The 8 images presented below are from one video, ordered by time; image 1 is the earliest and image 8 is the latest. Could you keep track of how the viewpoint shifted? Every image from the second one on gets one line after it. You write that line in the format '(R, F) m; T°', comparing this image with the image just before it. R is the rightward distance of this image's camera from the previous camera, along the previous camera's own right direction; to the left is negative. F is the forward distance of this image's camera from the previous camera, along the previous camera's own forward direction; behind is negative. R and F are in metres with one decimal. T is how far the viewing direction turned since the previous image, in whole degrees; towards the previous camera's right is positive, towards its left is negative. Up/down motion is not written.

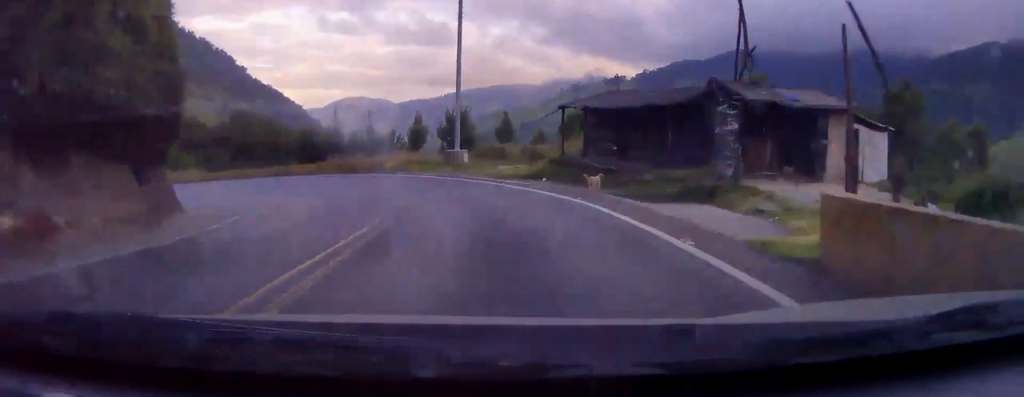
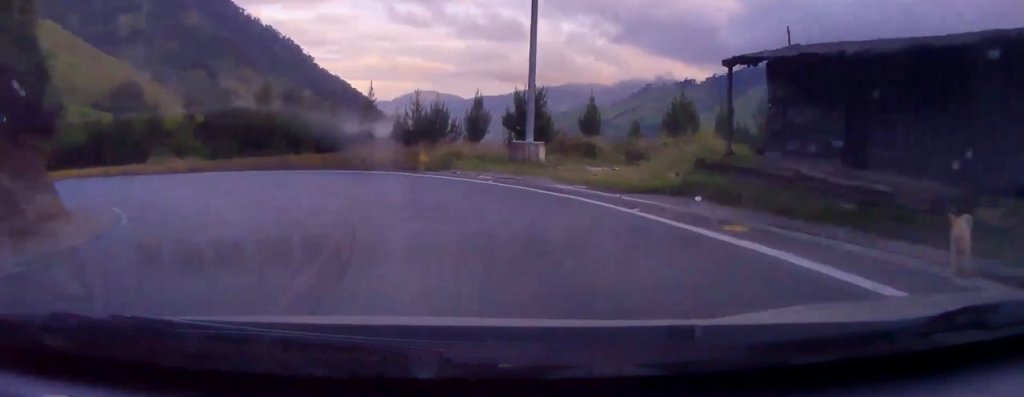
(-0.6, +13.7) m; -6°
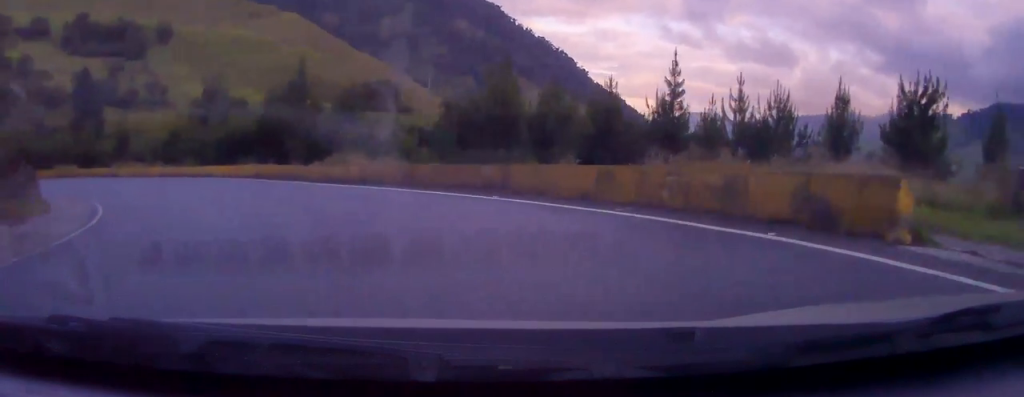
(-2.0, +14.6) m; -37°
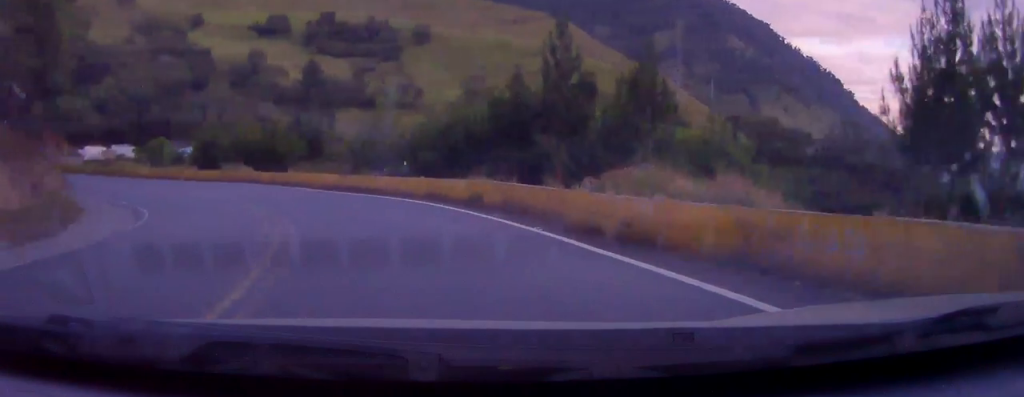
(-5.6, +14.5) m; -21°
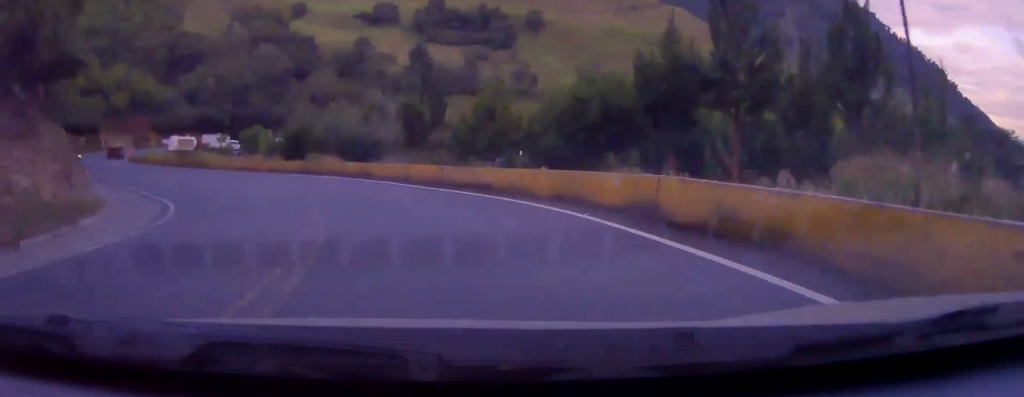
(0.0, +6.6) m; 0°
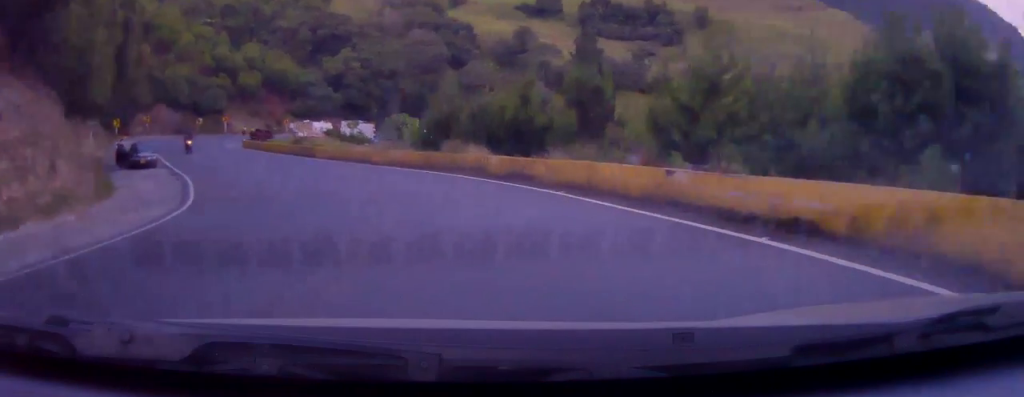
(0.0, +10.4) m; -3°
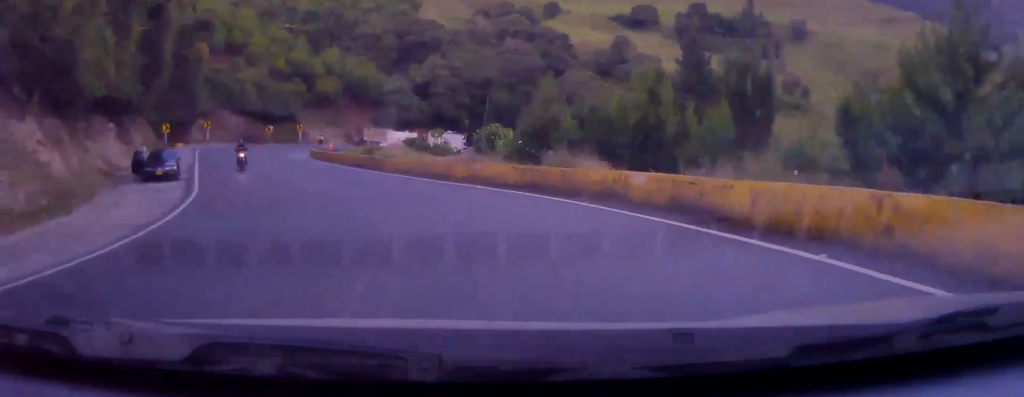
(-0.2, +7.5) m; -10°
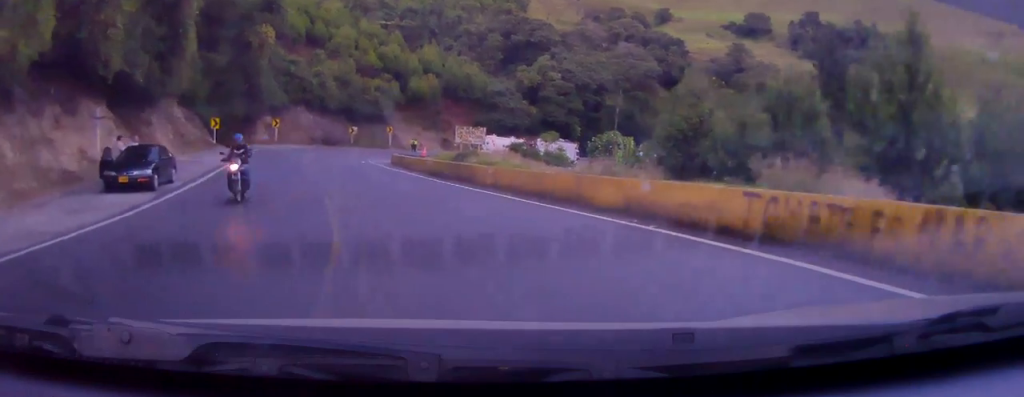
(-1.4, +10.1) m; -12°
